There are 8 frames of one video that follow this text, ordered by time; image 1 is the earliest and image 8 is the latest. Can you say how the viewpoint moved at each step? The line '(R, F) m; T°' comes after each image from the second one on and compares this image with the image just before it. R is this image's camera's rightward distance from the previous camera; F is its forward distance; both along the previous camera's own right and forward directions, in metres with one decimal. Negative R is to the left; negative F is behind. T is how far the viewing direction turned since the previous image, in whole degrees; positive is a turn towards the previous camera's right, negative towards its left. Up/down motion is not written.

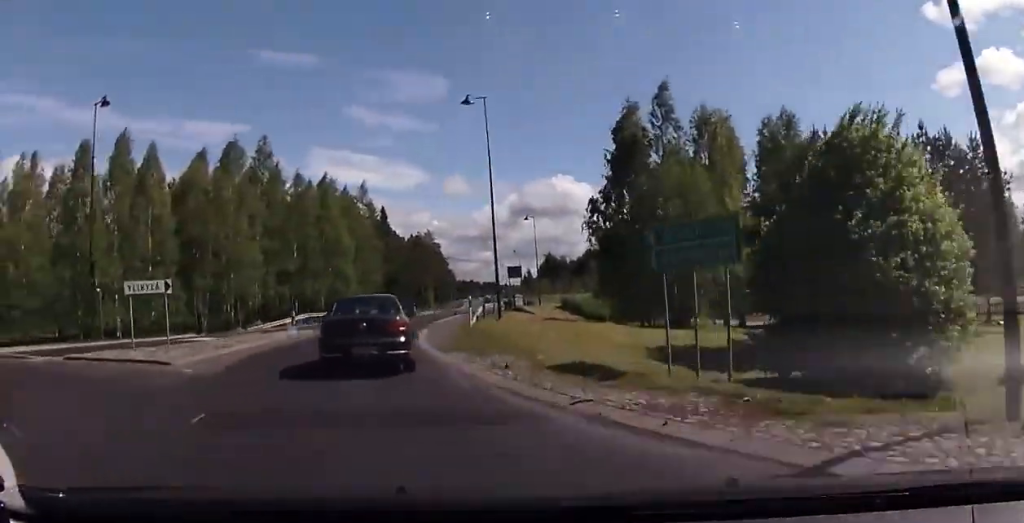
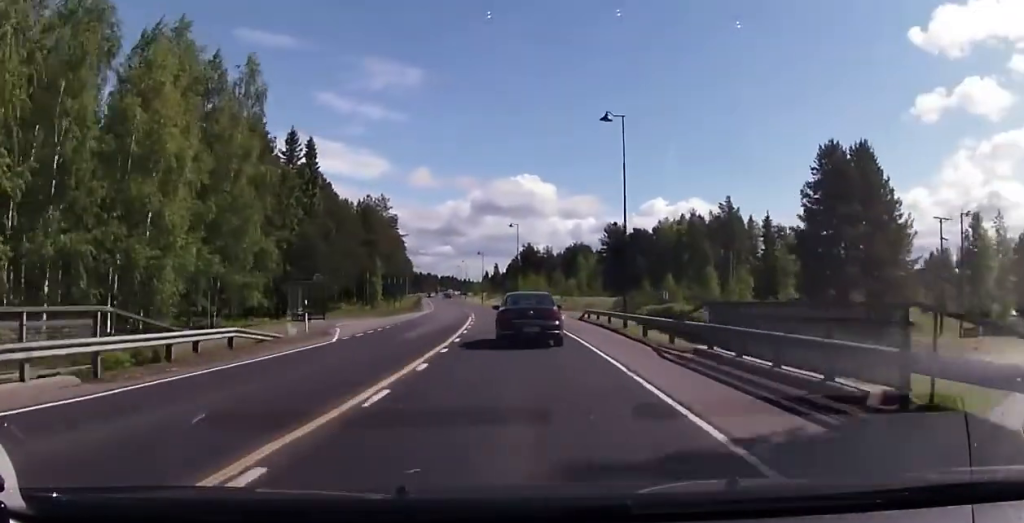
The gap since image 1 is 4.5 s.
(-4.2, +47.5) m; 0°
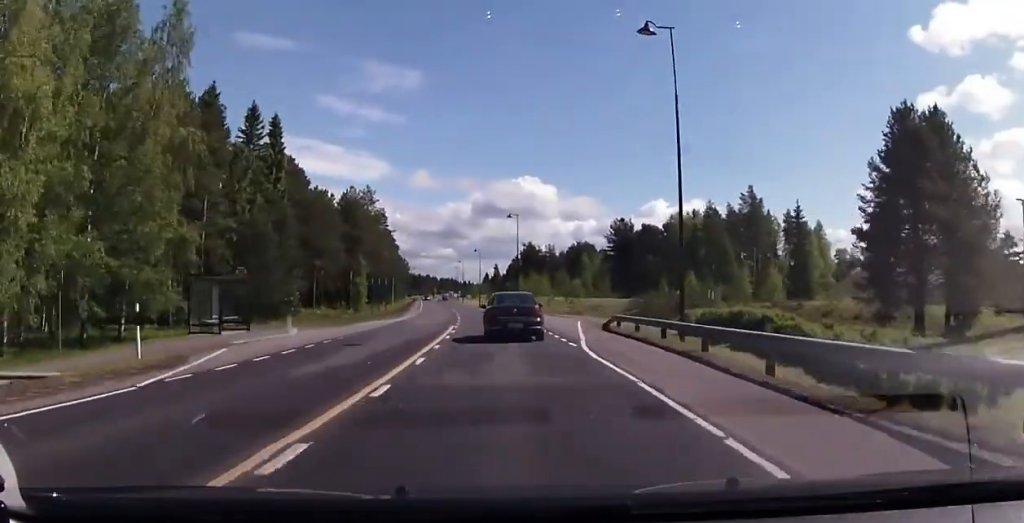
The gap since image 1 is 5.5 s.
(+0.2, +12.0) m; 0°
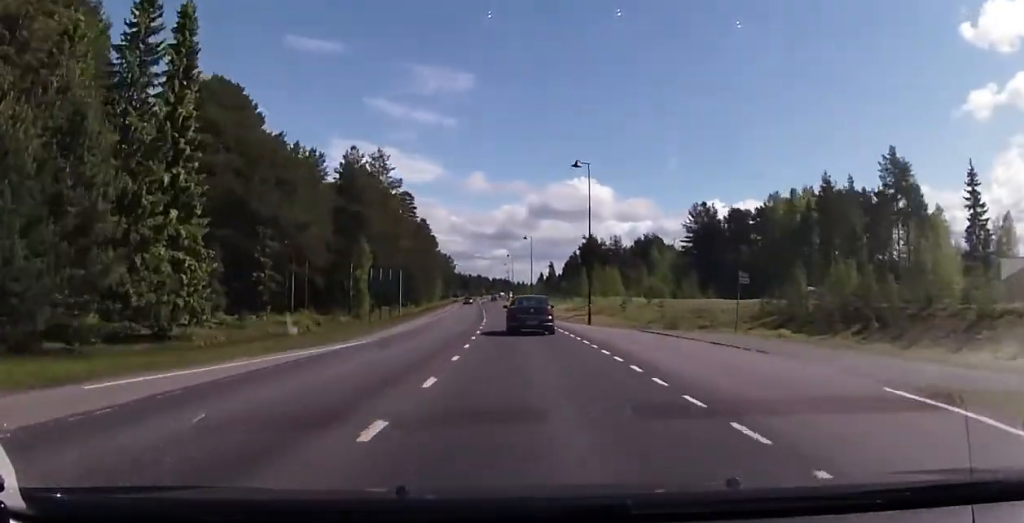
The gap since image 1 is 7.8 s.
(-0.6, +29.4) m; -3°
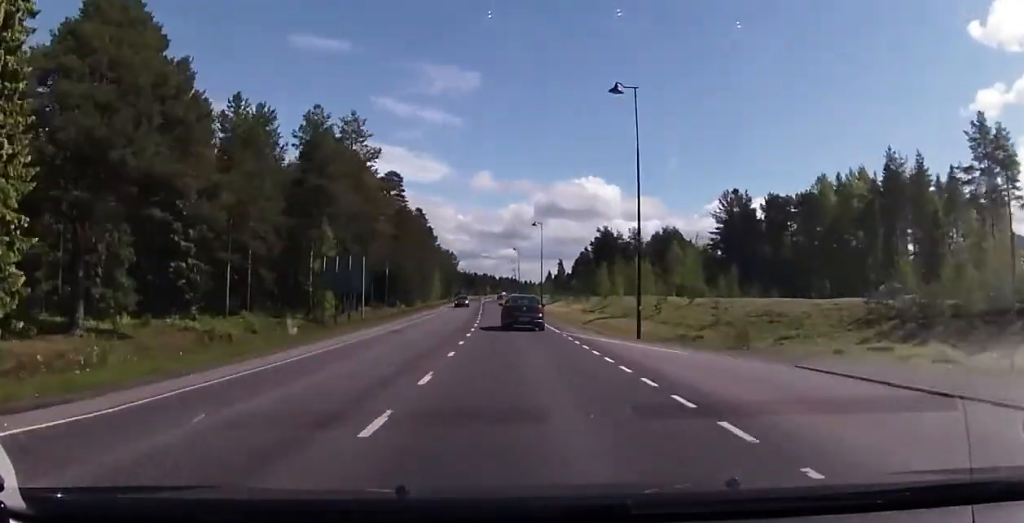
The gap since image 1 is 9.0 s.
(-0.1, +16.6) m; -2°
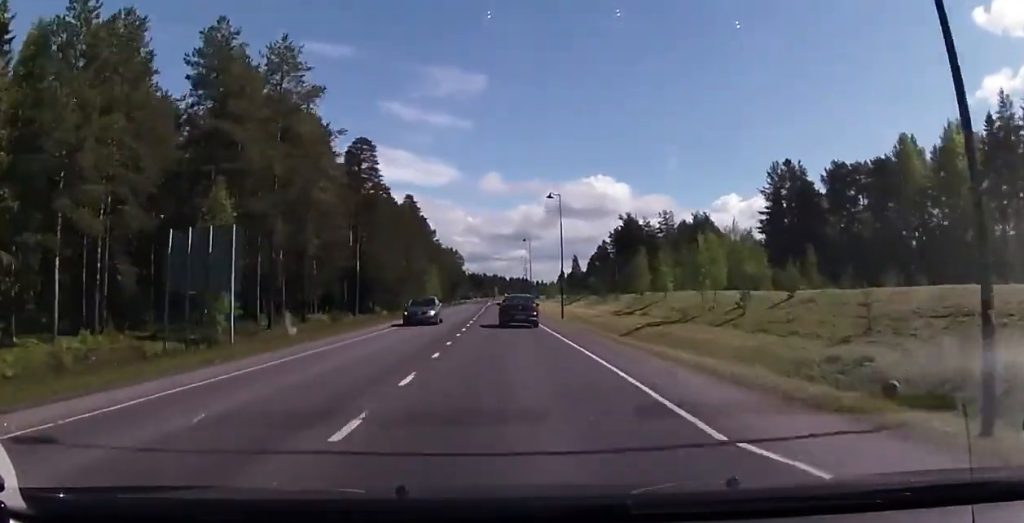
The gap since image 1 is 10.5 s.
(-0.5, +21.9) m; 0°
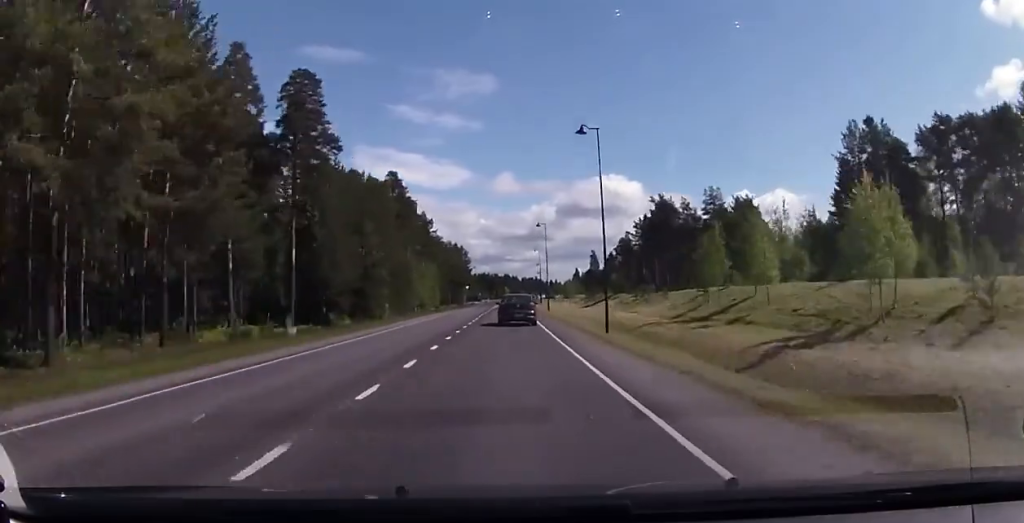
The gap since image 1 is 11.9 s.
(0.0, +22.8) m; -1°
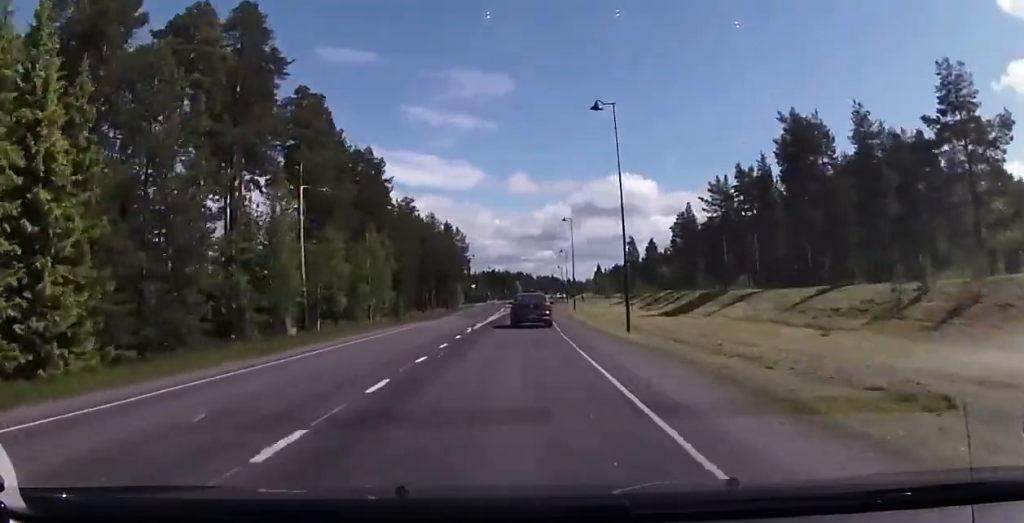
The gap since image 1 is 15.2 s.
(-1.1, +52.3) m; -1°
